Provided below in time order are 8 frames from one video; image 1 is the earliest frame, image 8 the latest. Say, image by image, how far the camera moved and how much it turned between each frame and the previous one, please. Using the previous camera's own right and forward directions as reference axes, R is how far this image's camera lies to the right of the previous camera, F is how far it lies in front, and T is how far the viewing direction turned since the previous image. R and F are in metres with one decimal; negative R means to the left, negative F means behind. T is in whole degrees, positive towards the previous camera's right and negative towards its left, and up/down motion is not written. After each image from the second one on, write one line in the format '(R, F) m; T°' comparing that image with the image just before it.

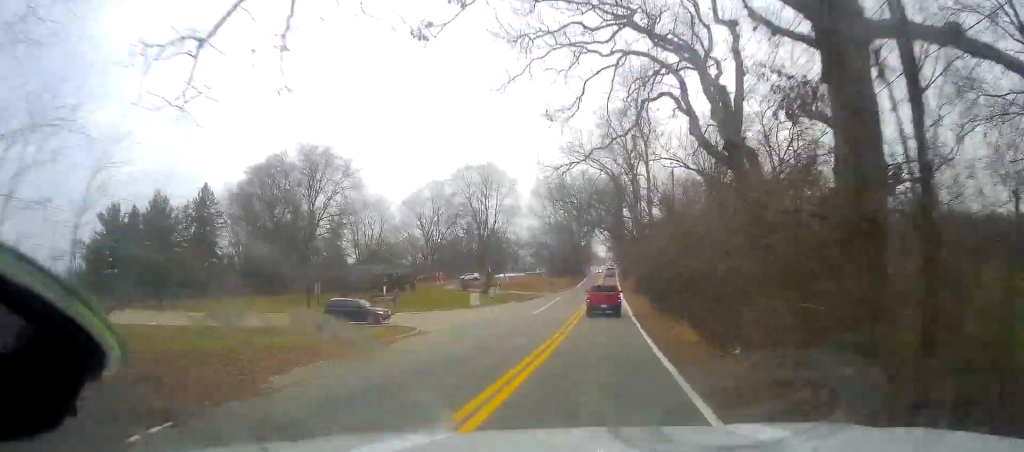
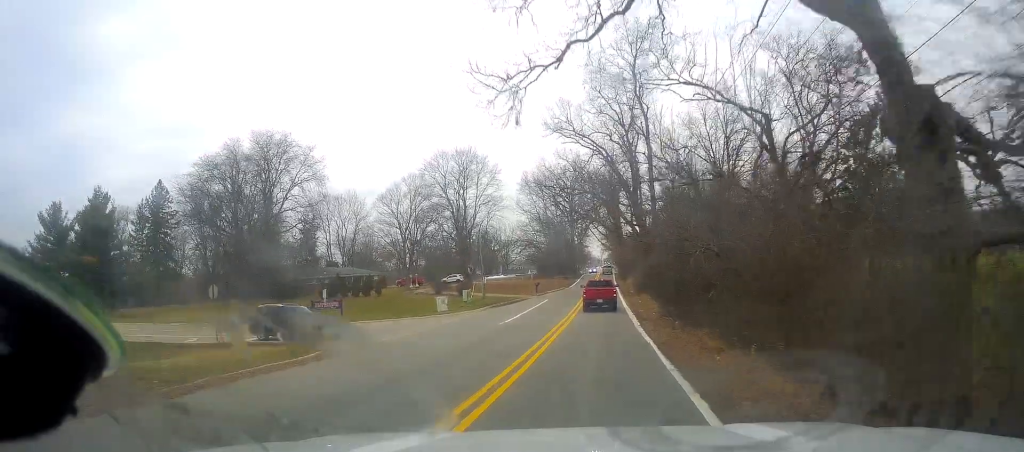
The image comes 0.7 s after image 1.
(-0.1, +10.8) m; 0°
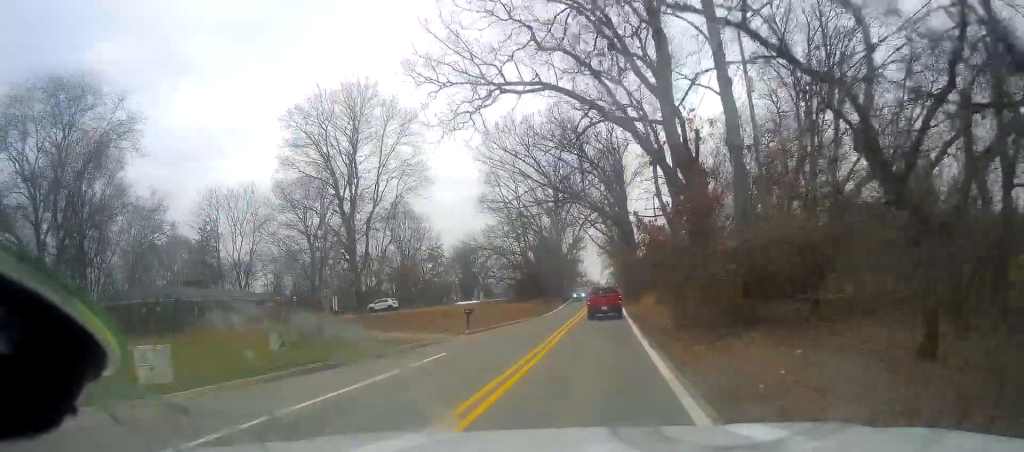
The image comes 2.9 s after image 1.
(+0.4, +34.9) m; +2°
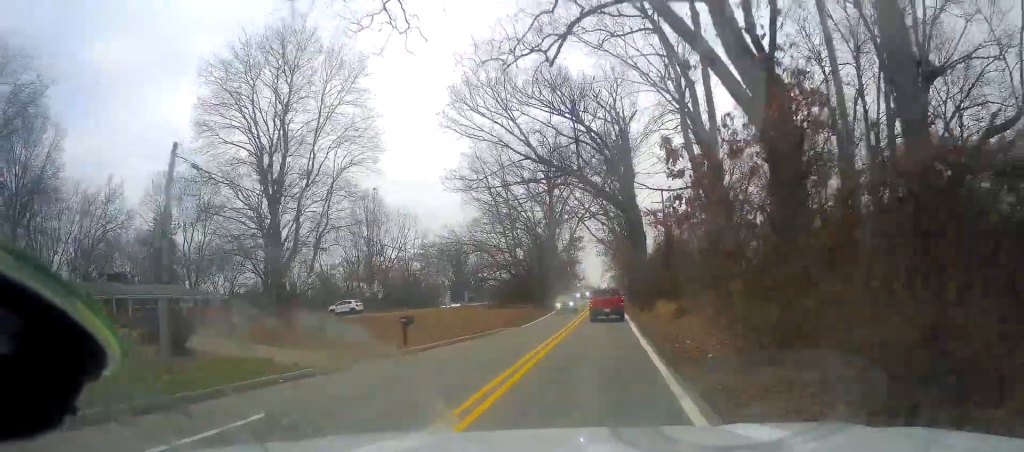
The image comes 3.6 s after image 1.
(0.0, +11.7) m; -1°
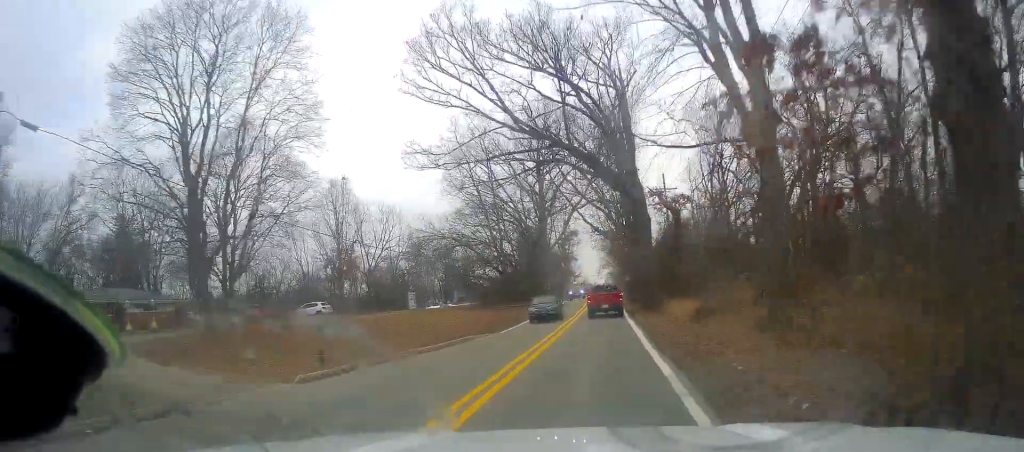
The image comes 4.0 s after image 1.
(+0.1, +7.8) m; -1°
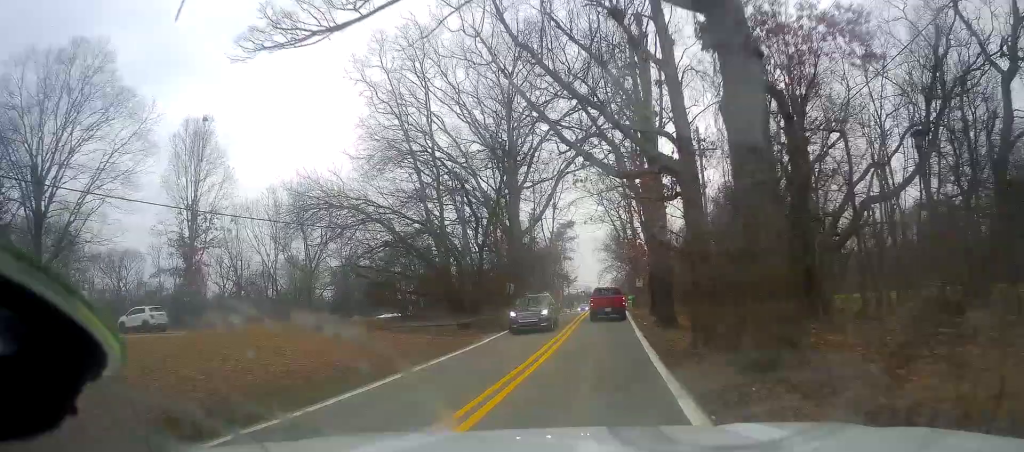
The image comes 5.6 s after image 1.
(-0.7, +25.7) m; -1°
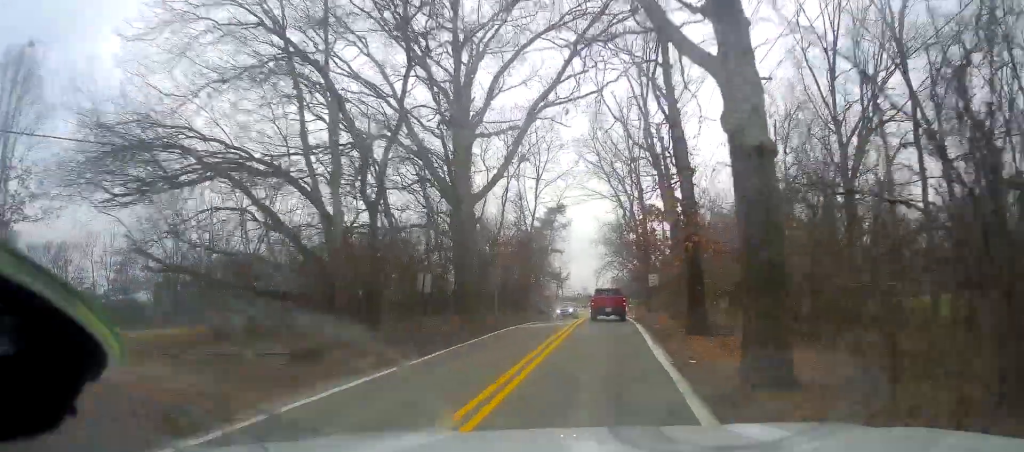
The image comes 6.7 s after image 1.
(+0.2, +17.5) m; 0°
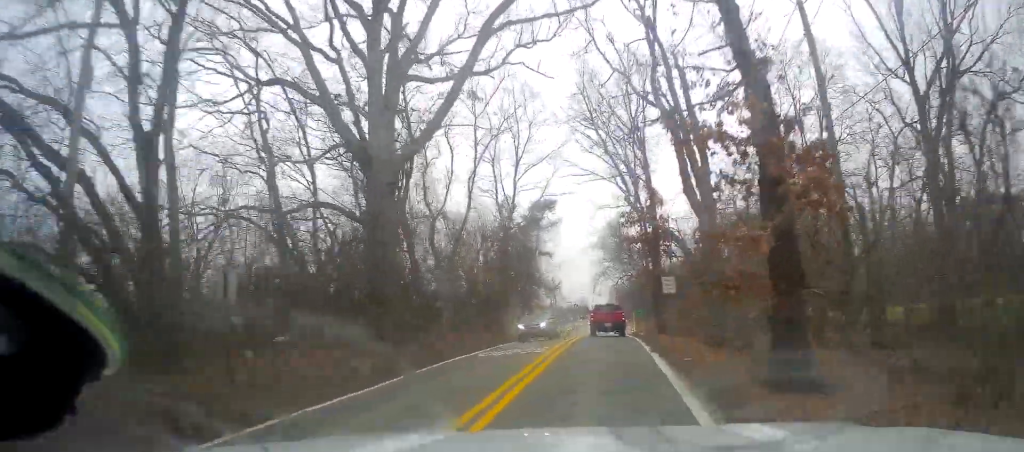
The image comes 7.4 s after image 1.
(-0.4, +11.0) m; 0°
